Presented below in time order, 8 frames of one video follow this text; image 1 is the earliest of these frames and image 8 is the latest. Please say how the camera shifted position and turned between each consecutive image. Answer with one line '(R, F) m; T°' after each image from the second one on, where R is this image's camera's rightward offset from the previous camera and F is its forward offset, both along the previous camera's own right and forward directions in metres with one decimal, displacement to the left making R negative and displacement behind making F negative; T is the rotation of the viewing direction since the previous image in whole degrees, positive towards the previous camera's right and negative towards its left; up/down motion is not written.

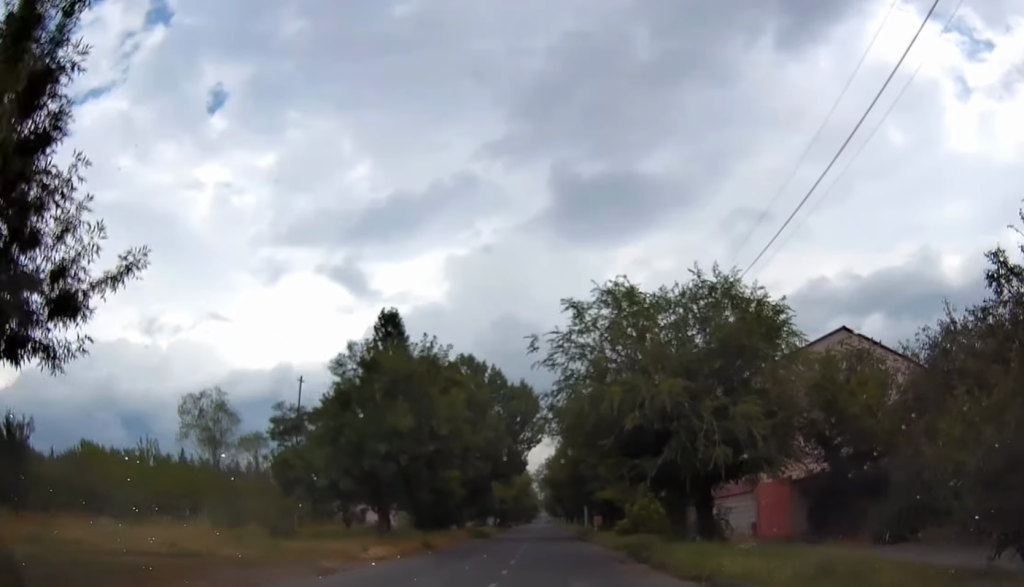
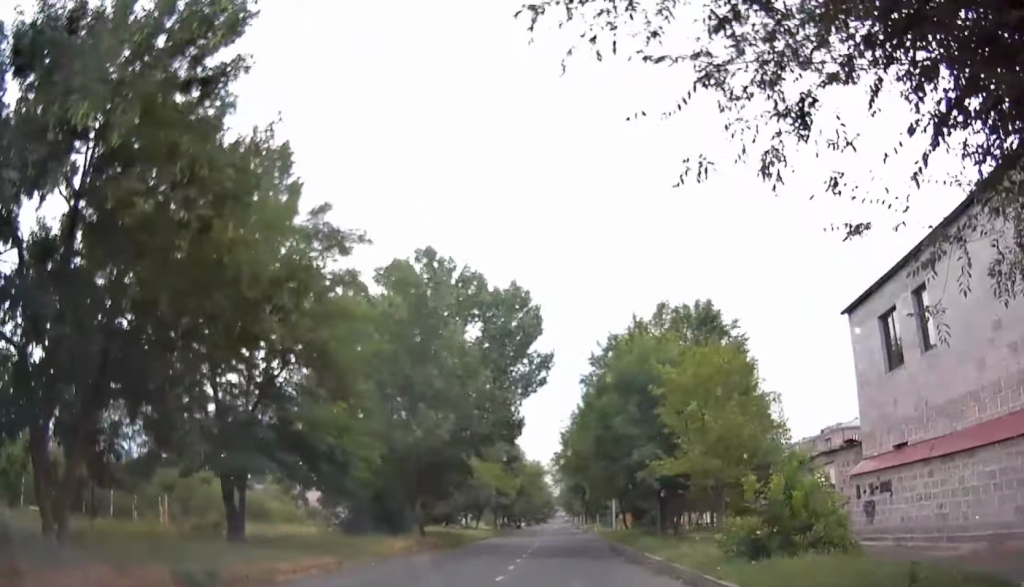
(+0.1, +17.4) m; -1°
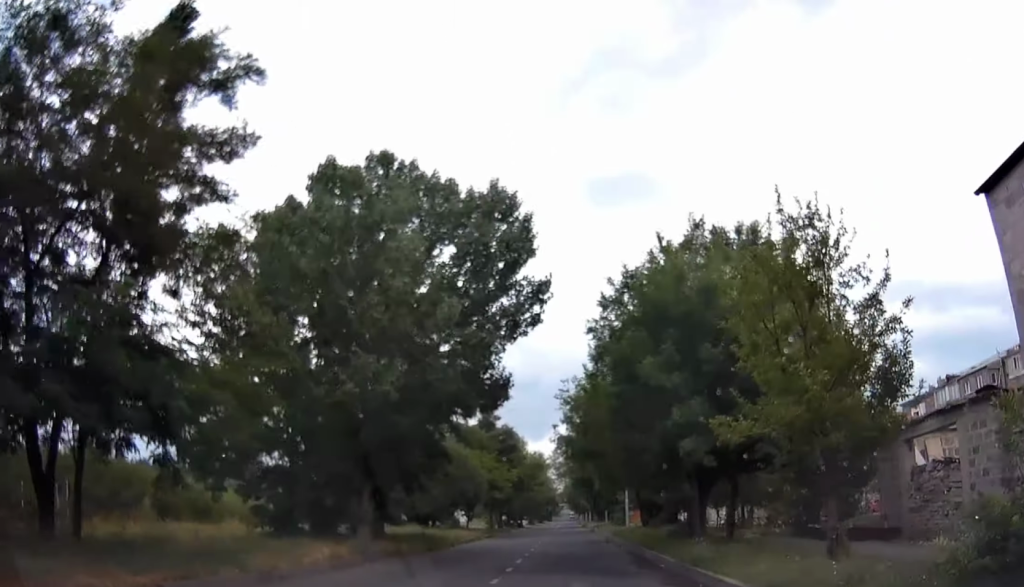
(-0.1, +7.3) m; -1°
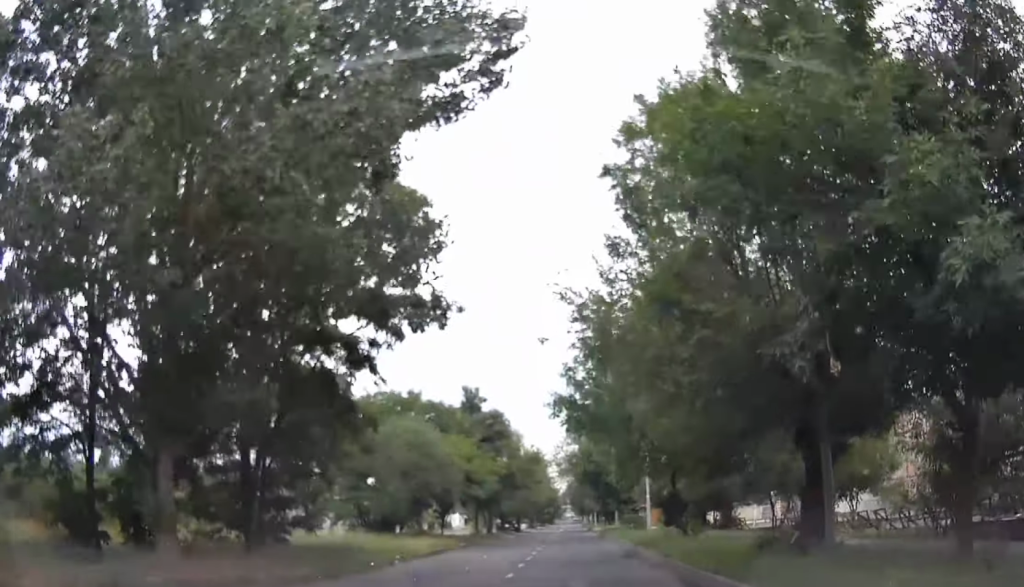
(0.0, +10.1) m; +1°
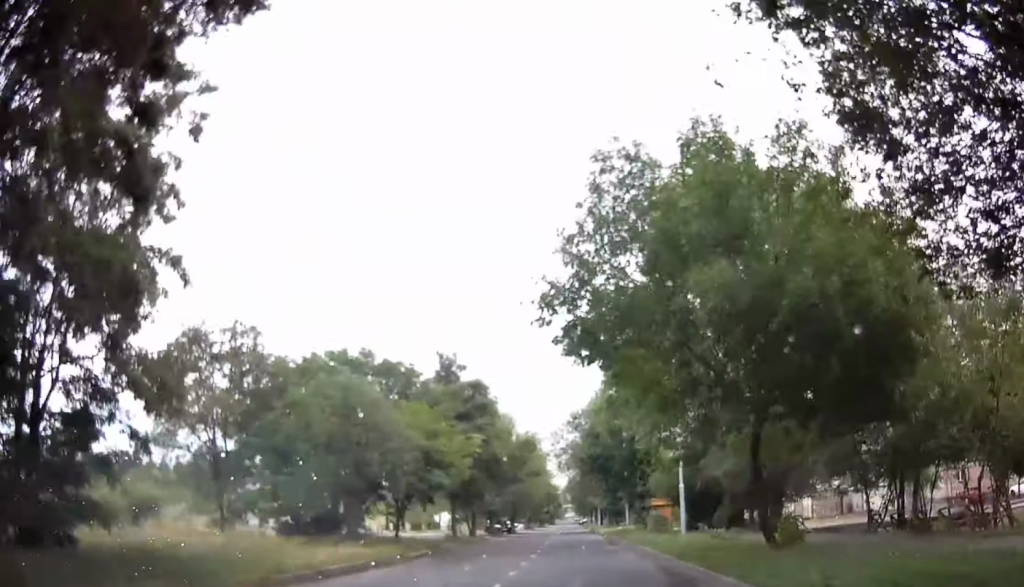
(+0.2, +9.5) m; 0°
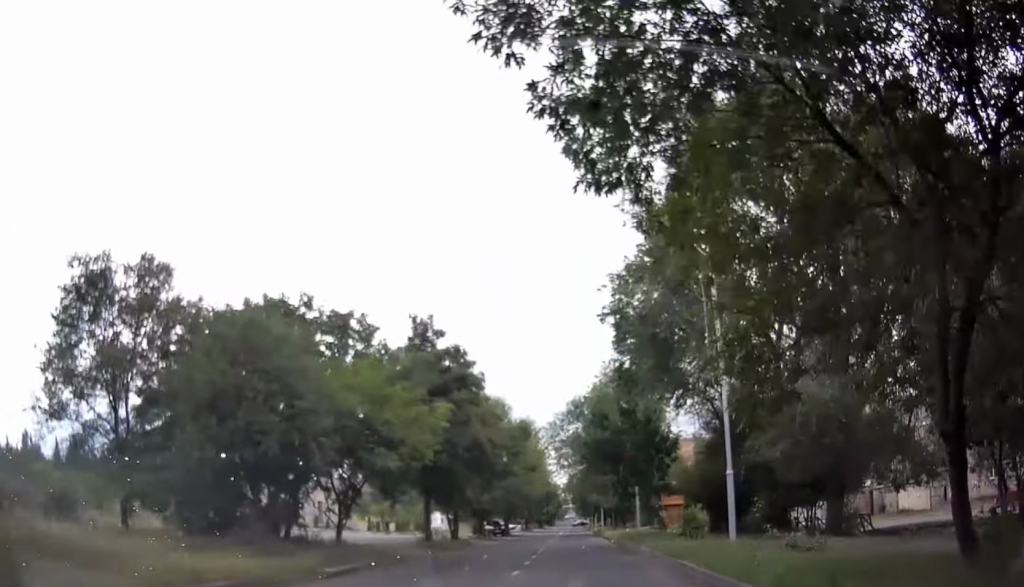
(+0.3, +6.8) m; -1°
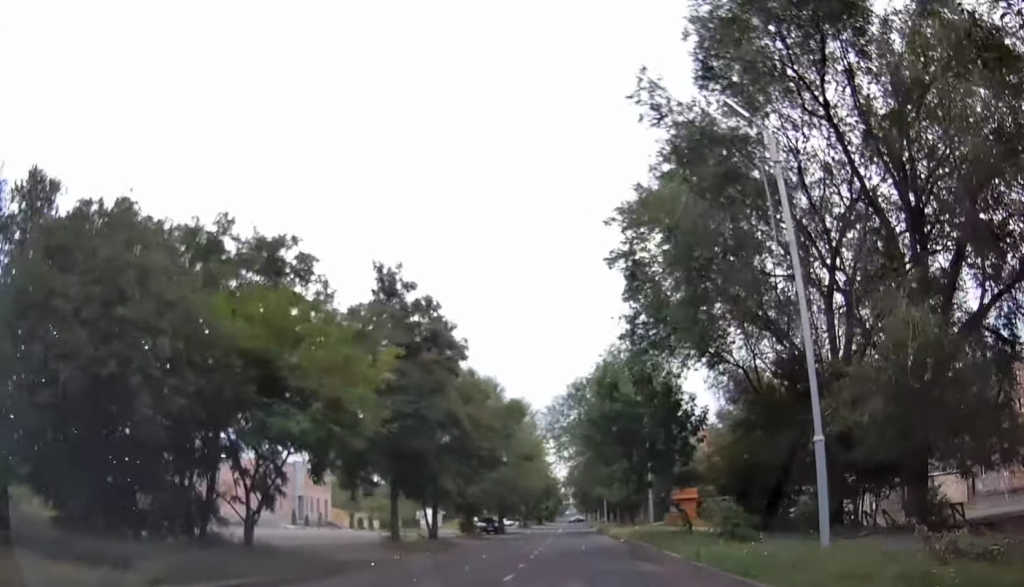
(-0.3, +6.0) m; -1°
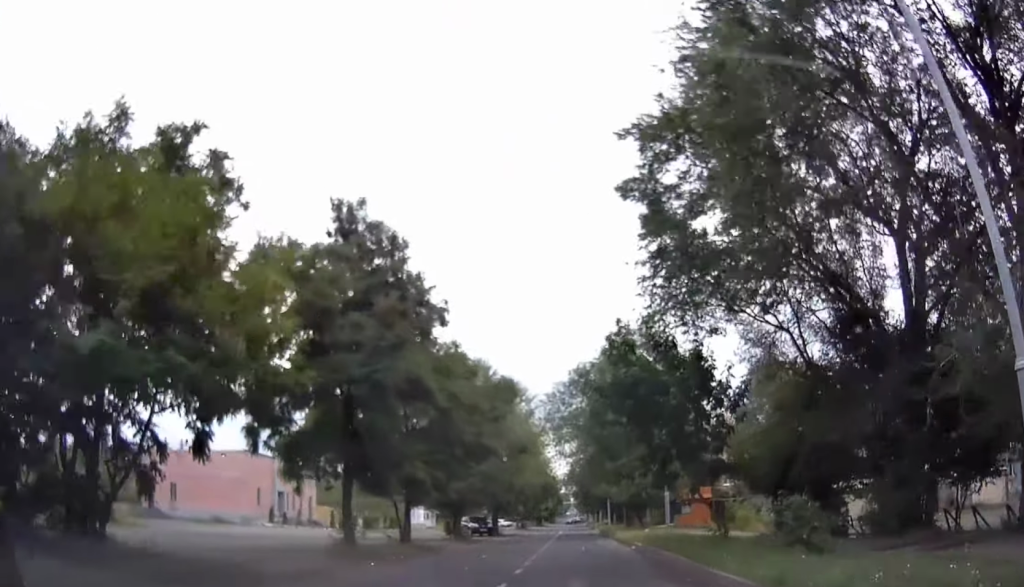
(-0.1, +5.4) m; -1°
